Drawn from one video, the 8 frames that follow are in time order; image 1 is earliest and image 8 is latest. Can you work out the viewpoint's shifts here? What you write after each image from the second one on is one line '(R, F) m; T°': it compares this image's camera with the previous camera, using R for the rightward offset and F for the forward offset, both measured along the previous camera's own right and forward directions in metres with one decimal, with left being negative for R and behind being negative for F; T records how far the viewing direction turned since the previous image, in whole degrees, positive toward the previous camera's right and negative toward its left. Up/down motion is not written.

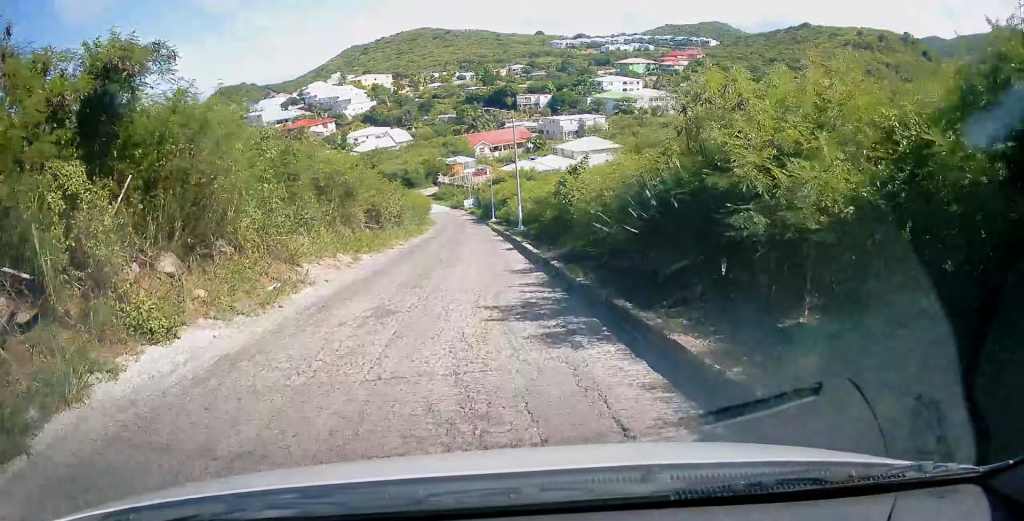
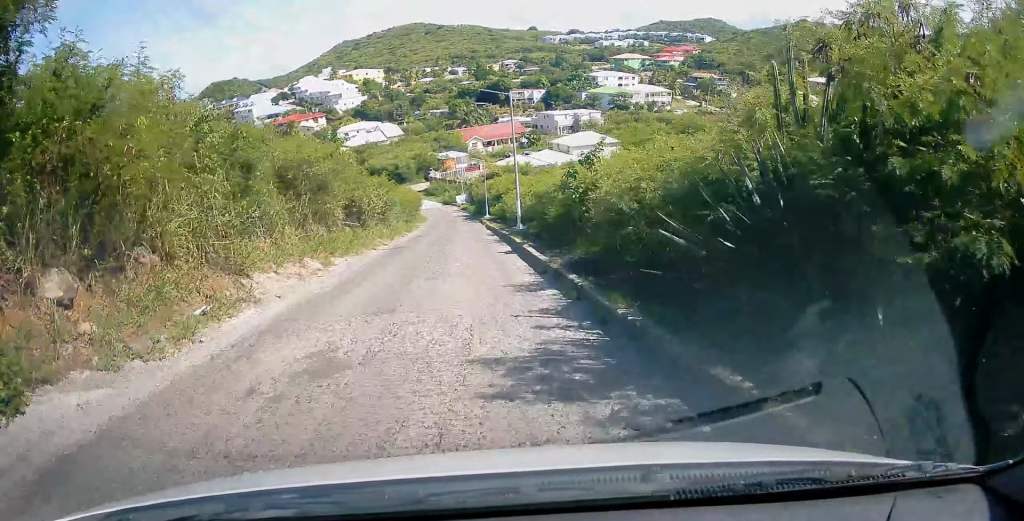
(-0.2, +3.0) m; 0°
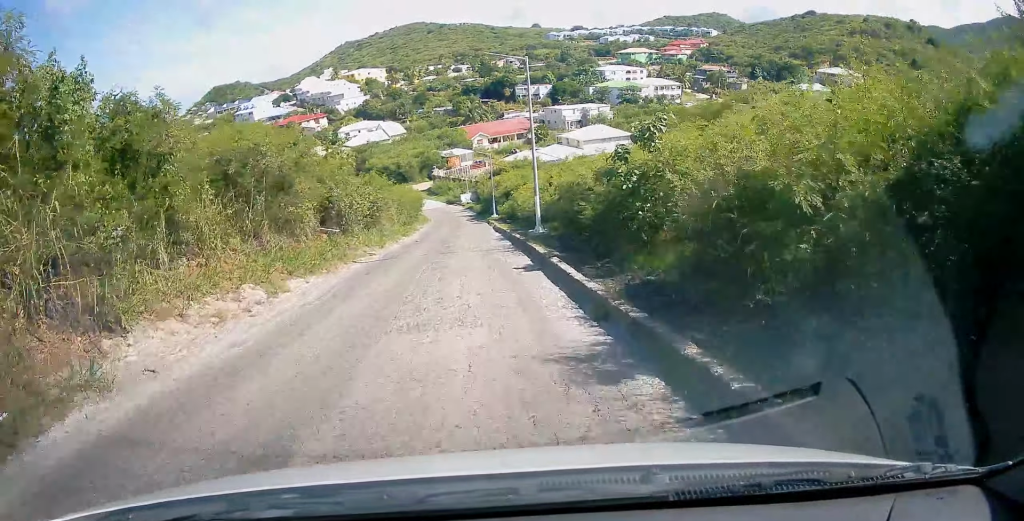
(+0.1, +4.8) m; +2°
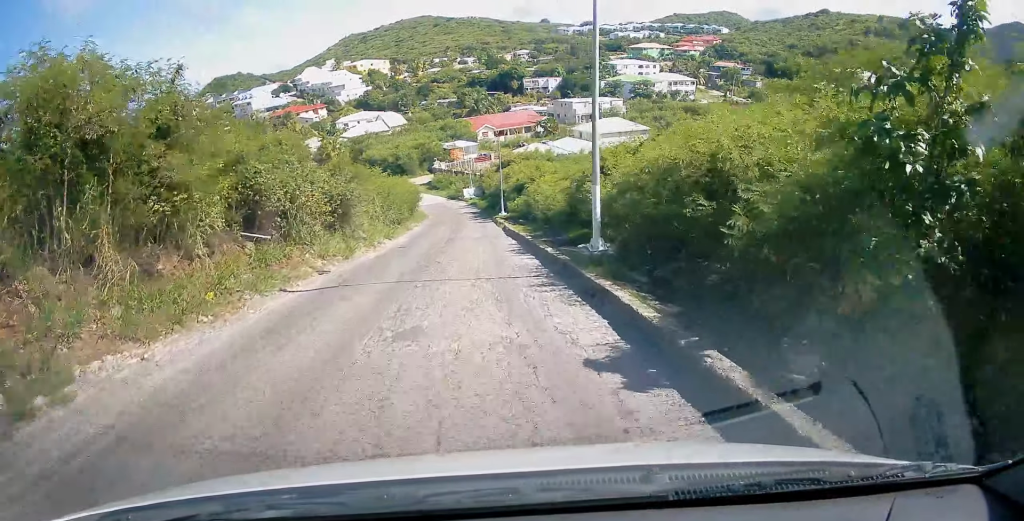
(+0.3, +7.4) m; +1°
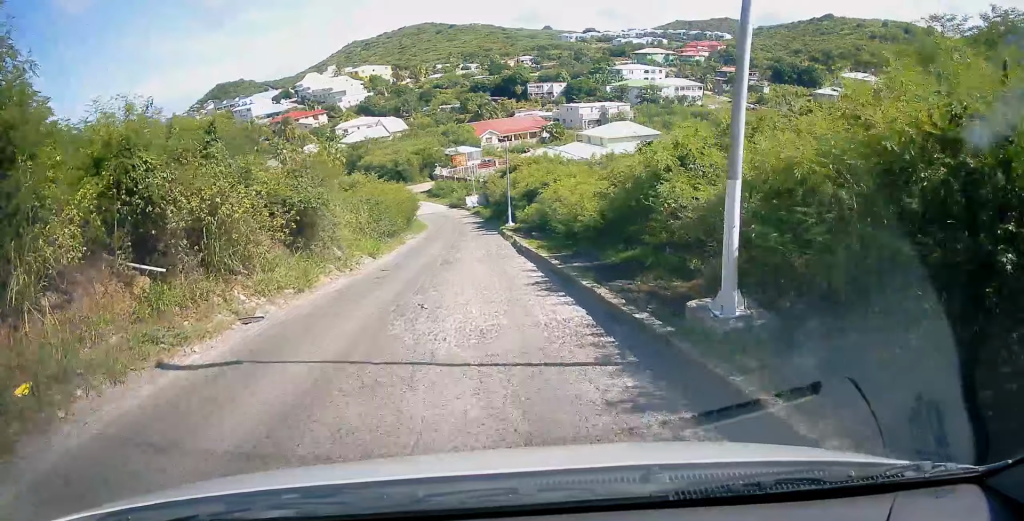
(+0.2, +4.8) m; -3°
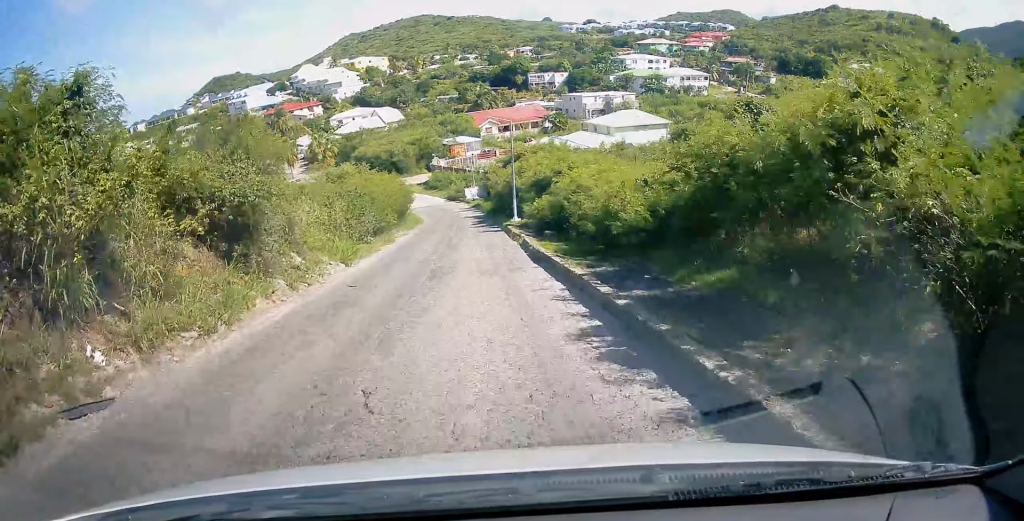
(-0.3, +4.4) m; -1°
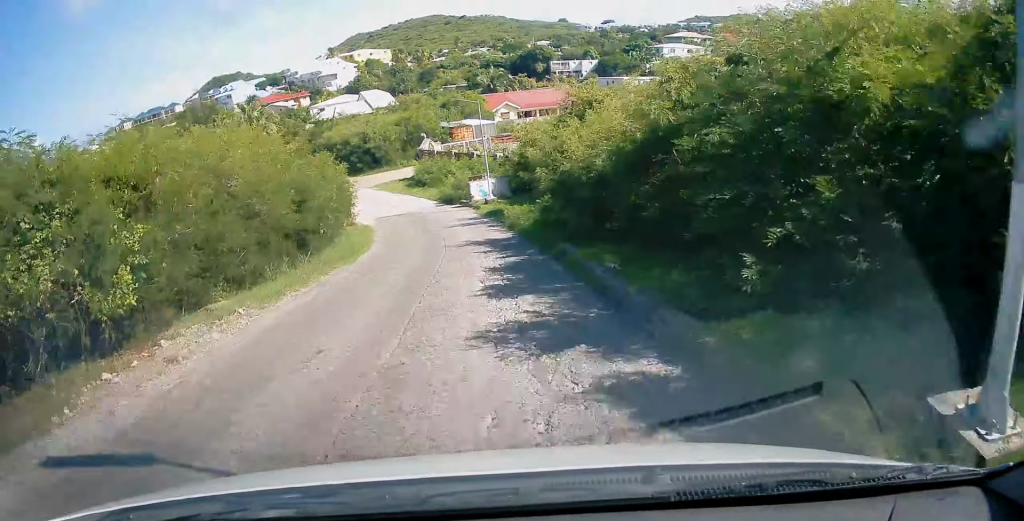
(+0.2, +26.5) m; +2°
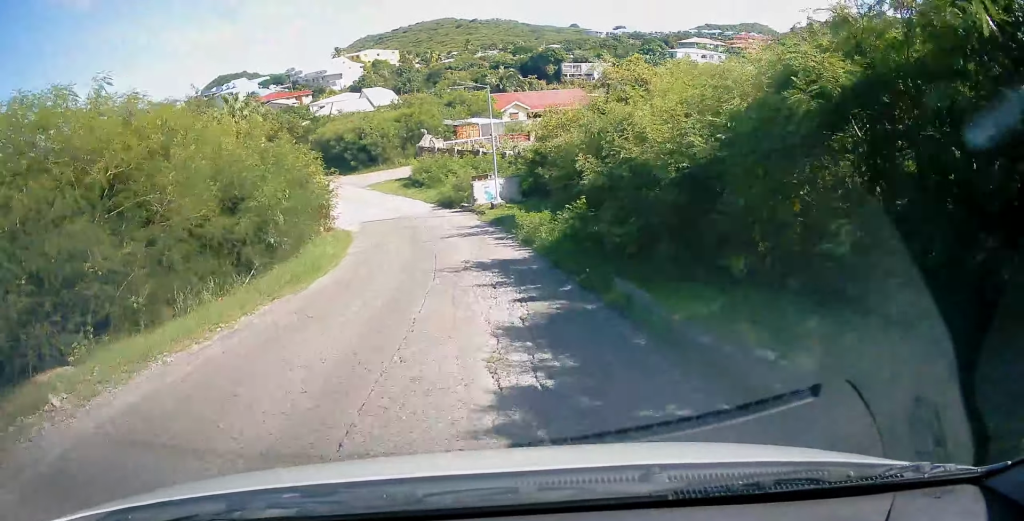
(0.0, +5.1) m; 0°
